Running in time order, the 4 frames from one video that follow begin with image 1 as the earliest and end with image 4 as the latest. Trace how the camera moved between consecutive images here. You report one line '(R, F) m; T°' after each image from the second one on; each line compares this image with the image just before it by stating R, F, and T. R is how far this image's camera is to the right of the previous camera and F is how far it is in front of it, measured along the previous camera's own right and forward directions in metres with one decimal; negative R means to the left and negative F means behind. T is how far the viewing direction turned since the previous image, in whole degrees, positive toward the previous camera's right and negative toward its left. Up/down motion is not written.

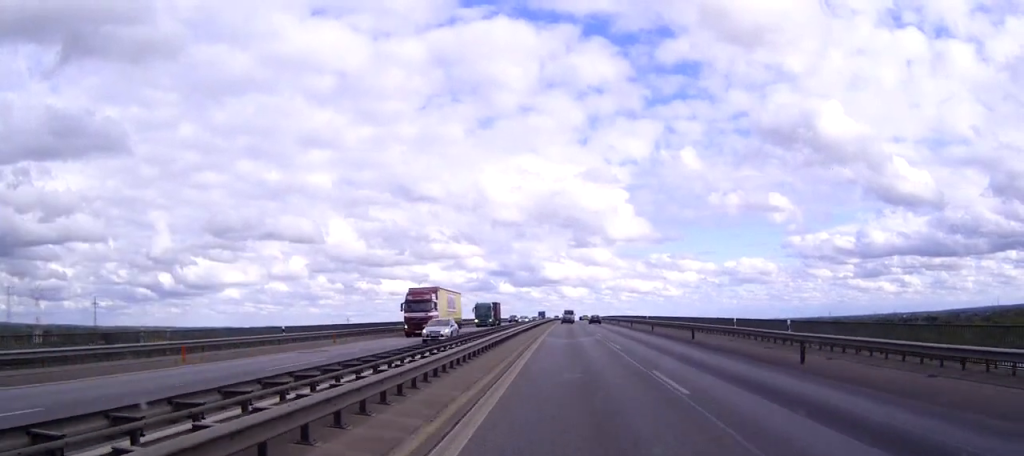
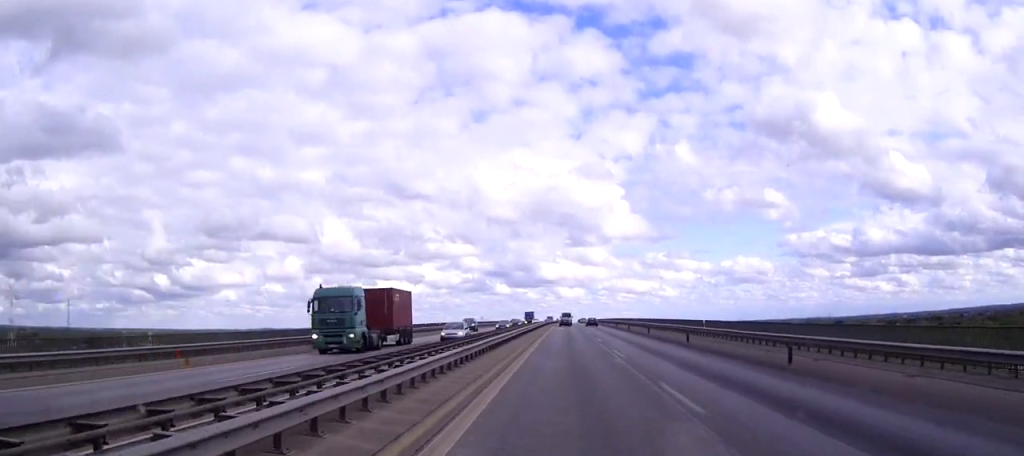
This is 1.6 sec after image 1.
(+0.1, +39.1) m; 0°
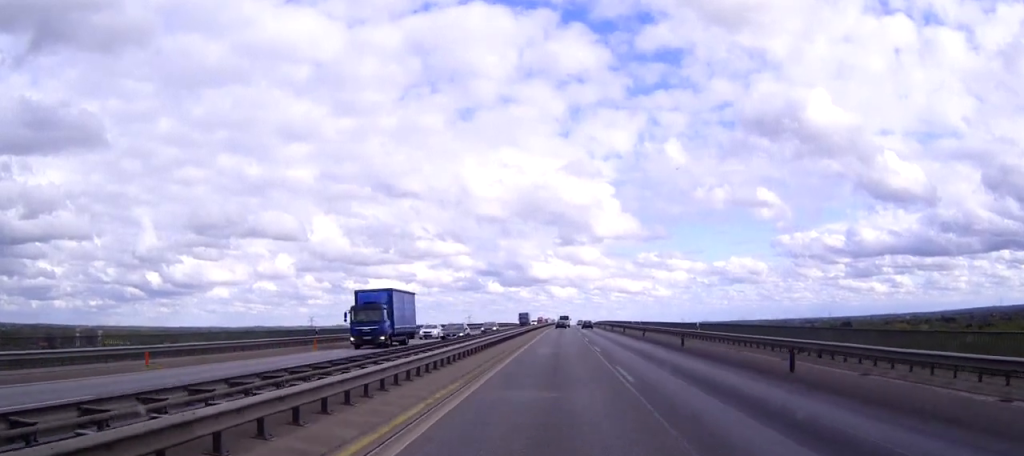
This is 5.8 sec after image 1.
(+0.1, +101.8) m; 0°
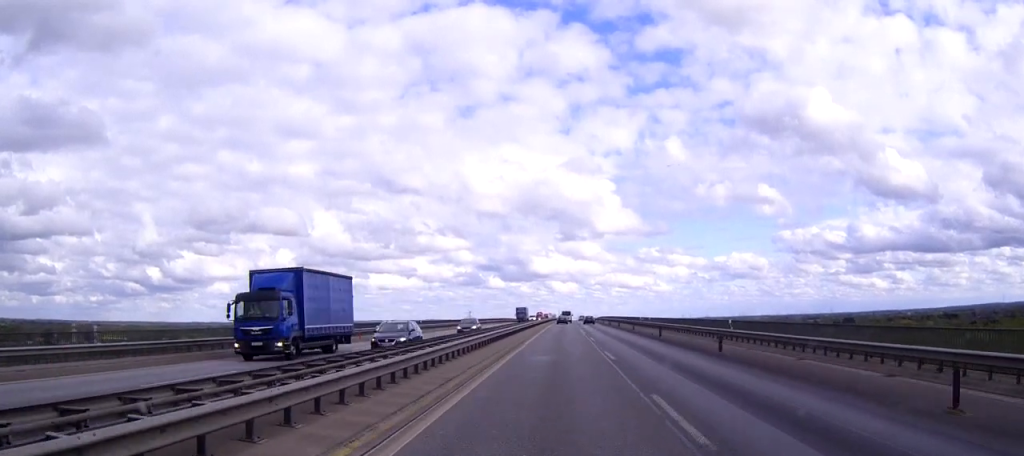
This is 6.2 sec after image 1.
(0.0, +9.8) m; 0°
